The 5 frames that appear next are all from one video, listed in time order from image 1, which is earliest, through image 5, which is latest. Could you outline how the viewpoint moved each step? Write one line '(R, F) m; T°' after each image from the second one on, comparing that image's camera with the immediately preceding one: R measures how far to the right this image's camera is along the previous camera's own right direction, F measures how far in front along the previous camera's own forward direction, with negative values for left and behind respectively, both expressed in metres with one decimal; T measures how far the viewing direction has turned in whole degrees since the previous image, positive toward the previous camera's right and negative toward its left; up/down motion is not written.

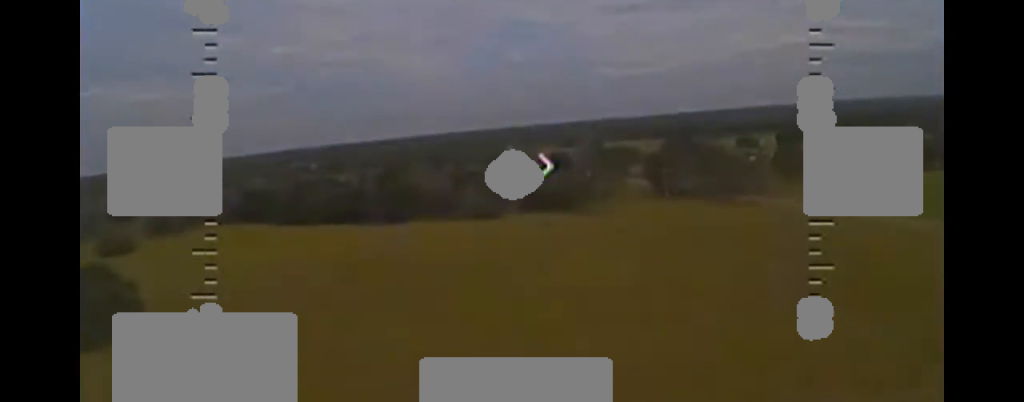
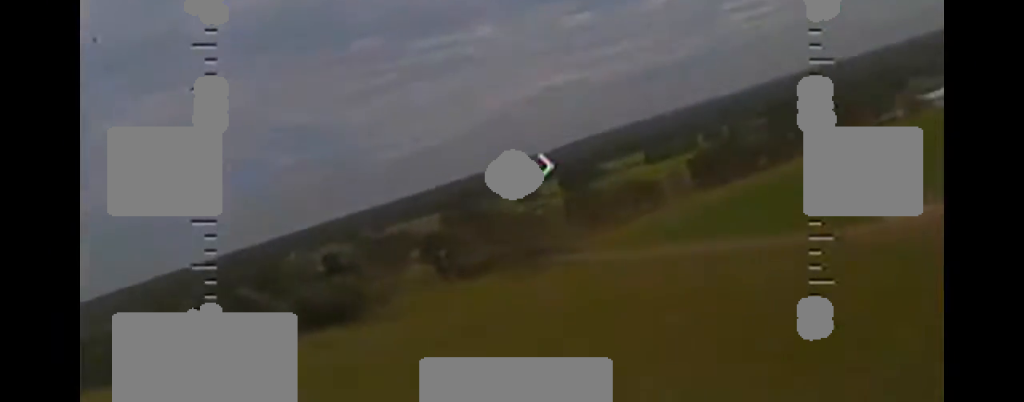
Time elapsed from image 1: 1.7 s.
(+2.7, +29.3) m; +12°
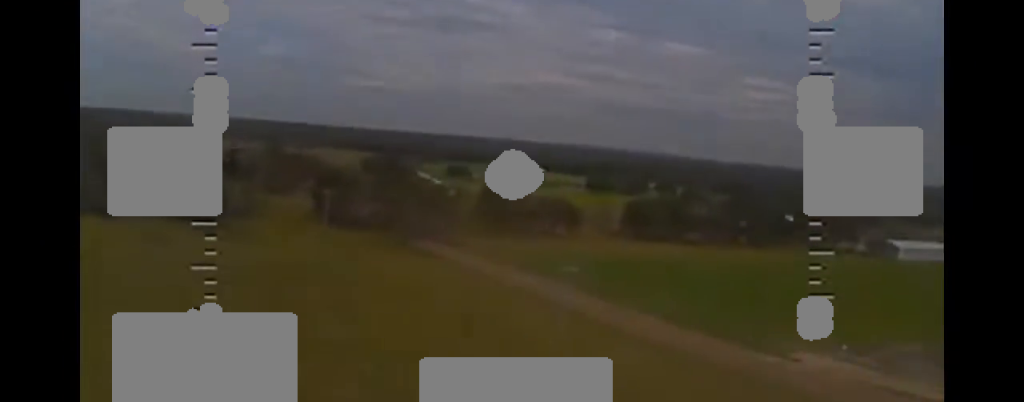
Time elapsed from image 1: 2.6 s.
(+1.2, +15.3) m; 0°
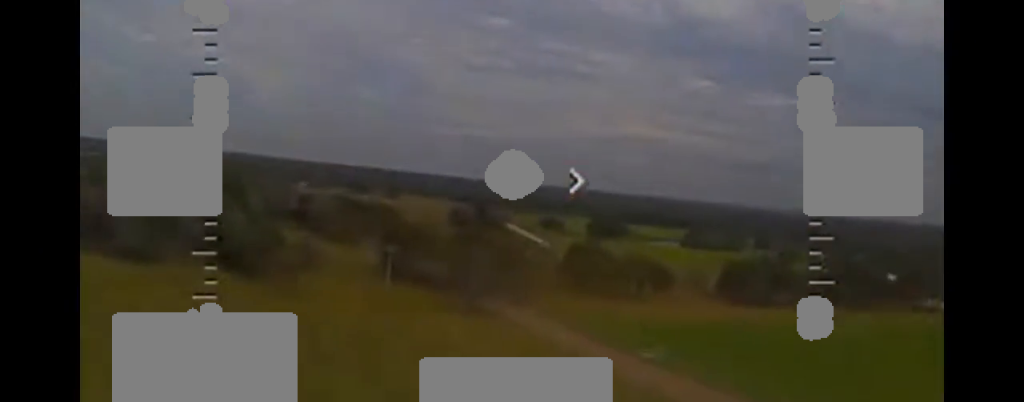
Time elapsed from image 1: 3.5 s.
(-1.0, +14.9) m; -6°
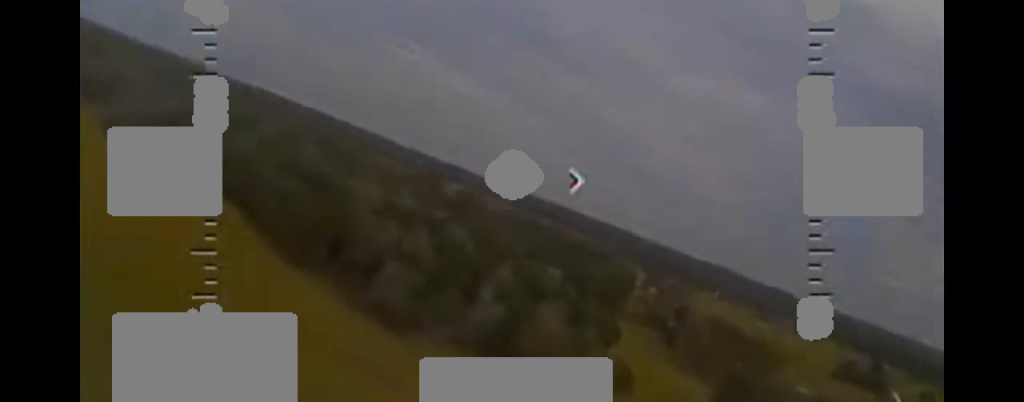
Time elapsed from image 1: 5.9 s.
(-8.0, +34.6) m; -25°
